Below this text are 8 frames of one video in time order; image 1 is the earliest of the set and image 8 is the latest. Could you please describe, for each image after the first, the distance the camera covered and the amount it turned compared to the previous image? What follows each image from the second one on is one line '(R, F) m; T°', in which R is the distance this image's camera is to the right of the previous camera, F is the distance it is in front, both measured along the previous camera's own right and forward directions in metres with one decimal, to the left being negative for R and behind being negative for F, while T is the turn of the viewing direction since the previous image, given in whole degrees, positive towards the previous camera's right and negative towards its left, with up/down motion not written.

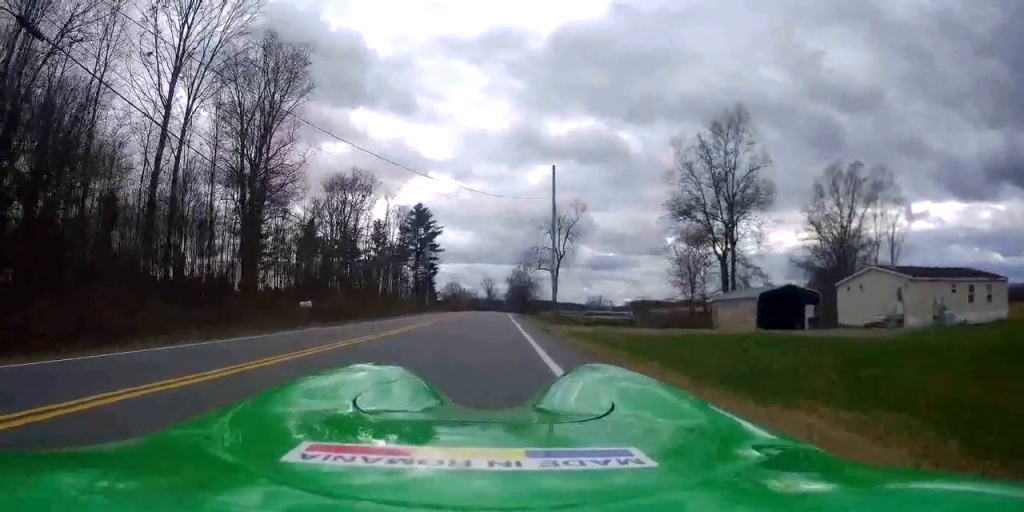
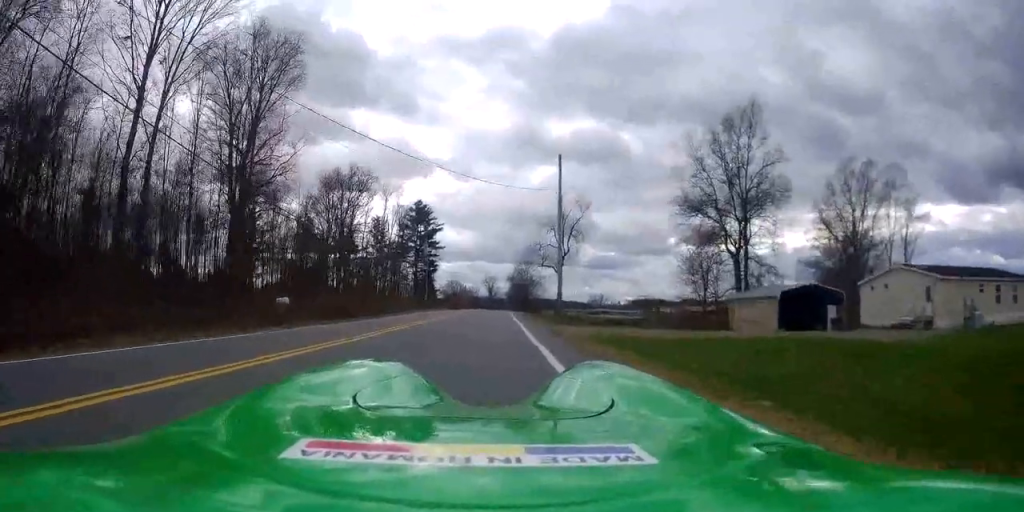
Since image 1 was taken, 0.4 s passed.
(-0.2, +3.0) m; 0°
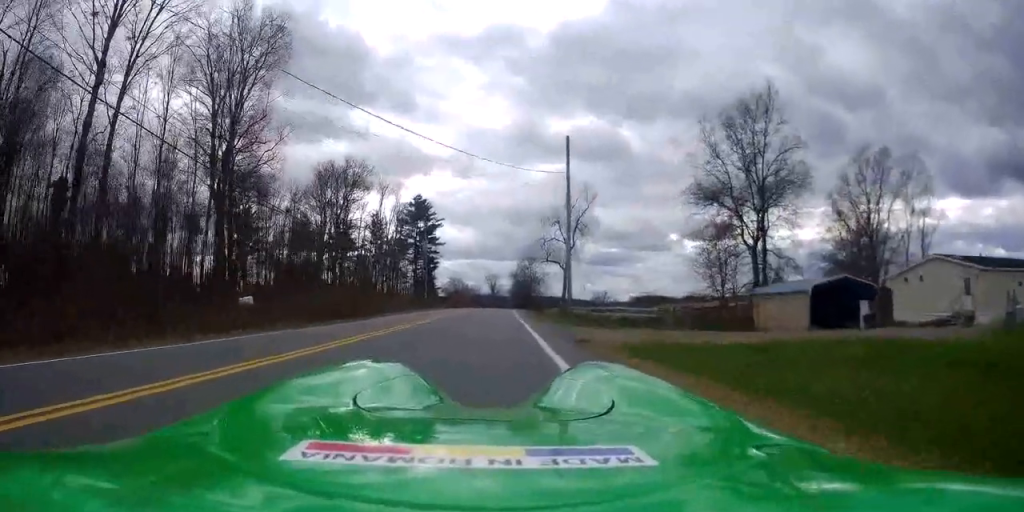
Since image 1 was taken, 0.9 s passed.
(-0.1, +3.6) m; 0°
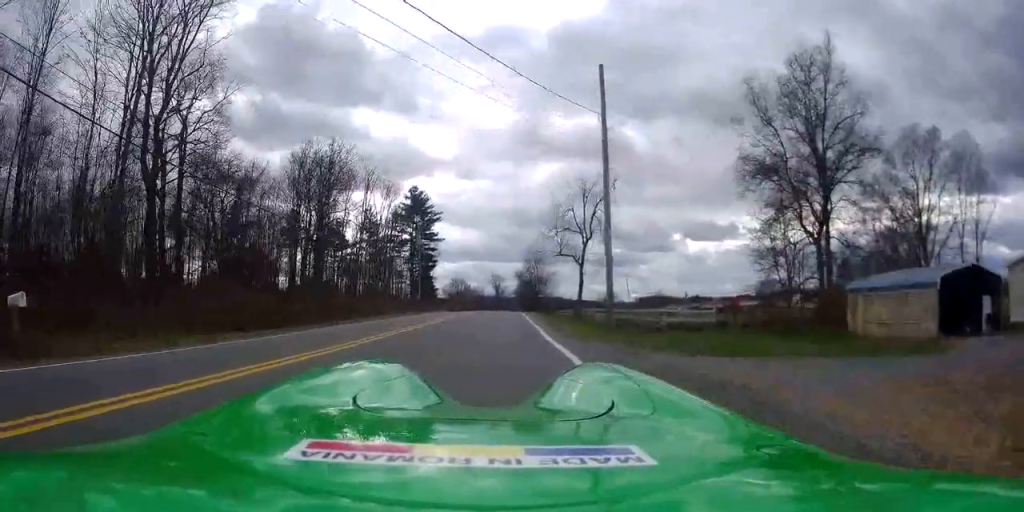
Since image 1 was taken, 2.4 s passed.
(-0.3, +10.4) m; -4°
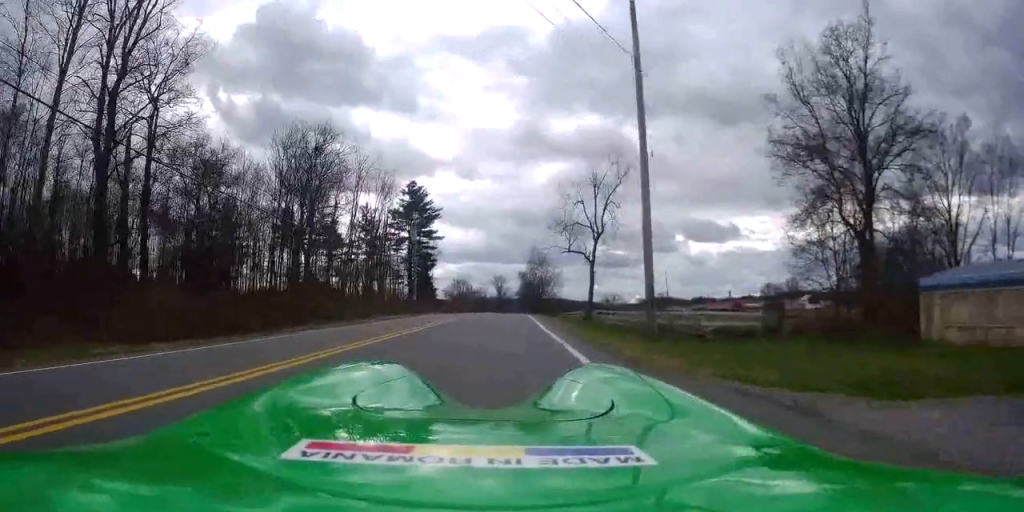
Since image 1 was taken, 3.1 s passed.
(-0.1, +5.3) m; +1°
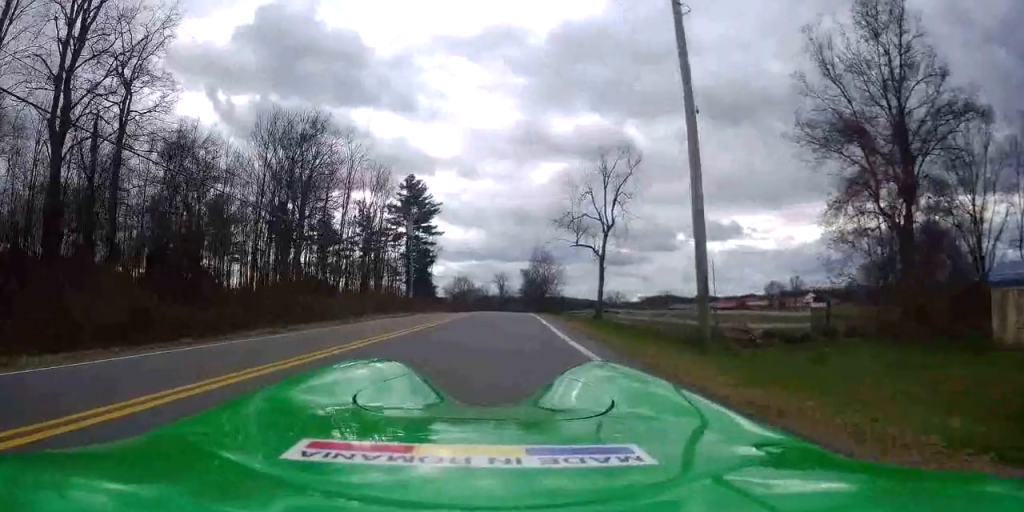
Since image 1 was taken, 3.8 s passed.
(+0.2, +4.4) m; +3°
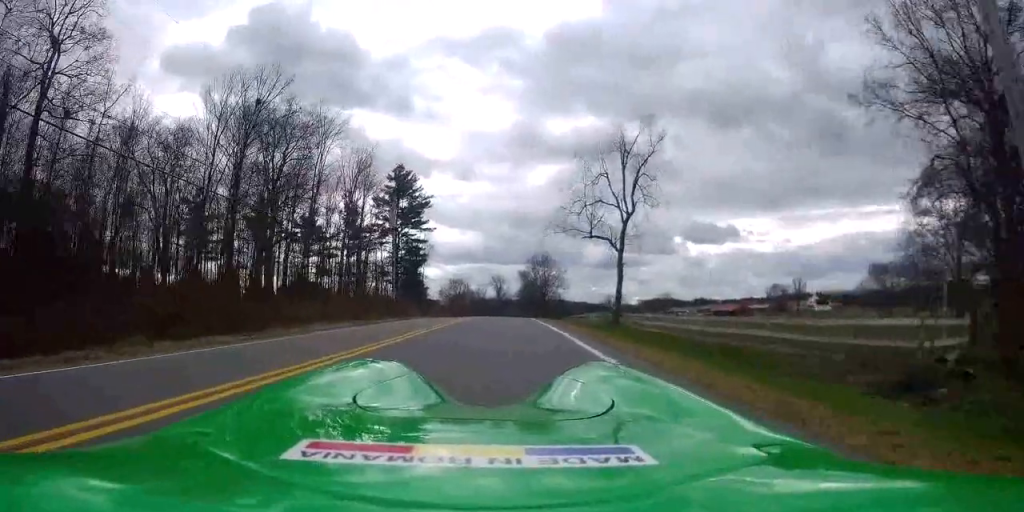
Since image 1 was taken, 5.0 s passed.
(0.0, +8.8) m; 0°
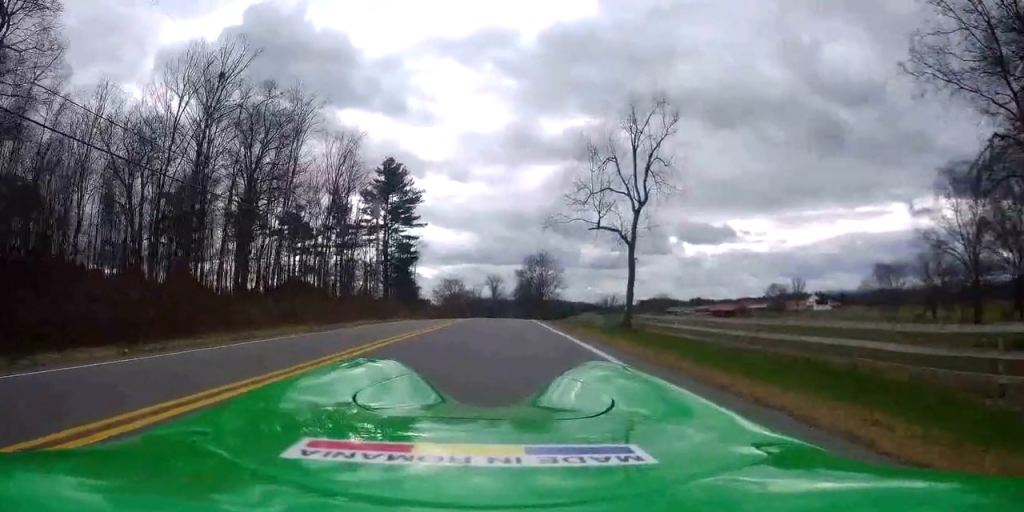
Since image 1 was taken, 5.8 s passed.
(0.0, +5.2) m; 0°
